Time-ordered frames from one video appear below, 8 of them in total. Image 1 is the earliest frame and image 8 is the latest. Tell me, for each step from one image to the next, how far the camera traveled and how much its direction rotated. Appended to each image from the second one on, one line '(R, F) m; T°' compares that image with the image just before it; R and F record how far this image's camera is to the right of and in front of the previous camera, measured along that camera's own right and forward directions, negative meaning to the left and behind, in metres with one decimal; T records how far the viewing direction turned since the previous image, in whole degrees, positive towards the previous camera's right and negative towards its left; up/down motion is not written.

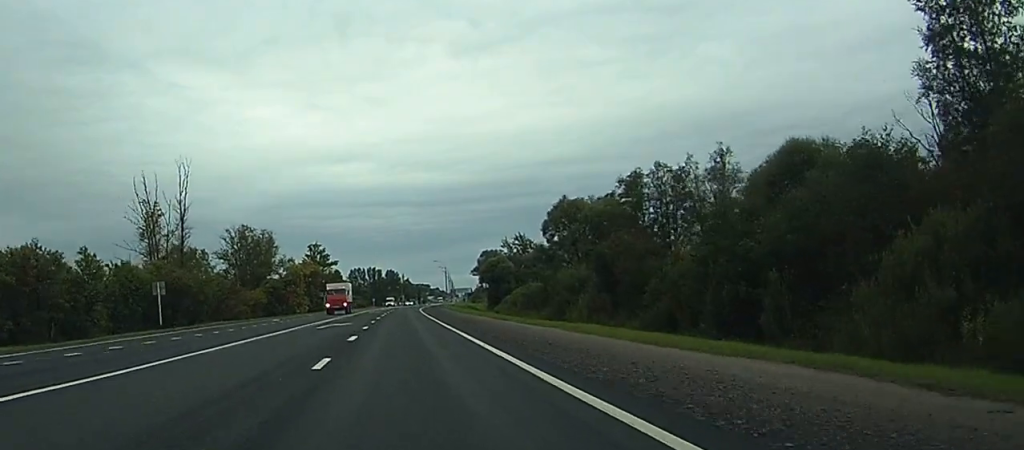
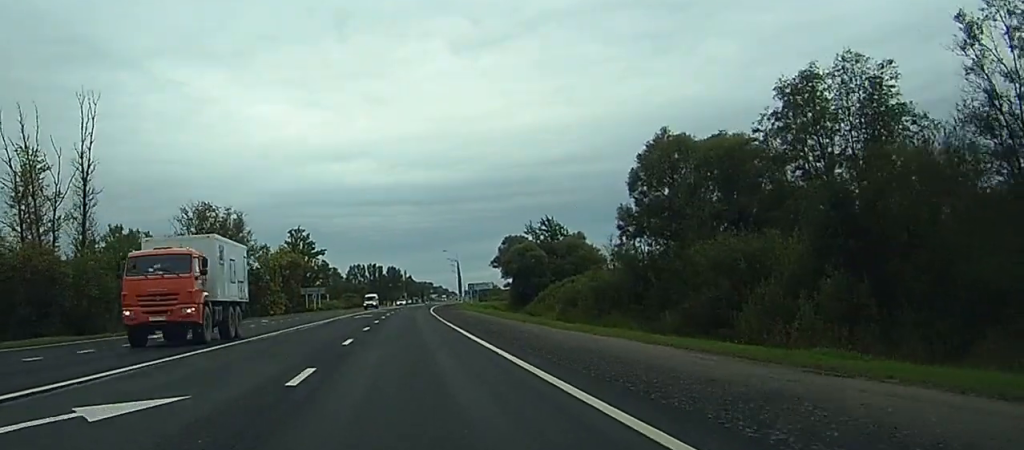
(+0.1, +39.2) m; 0°
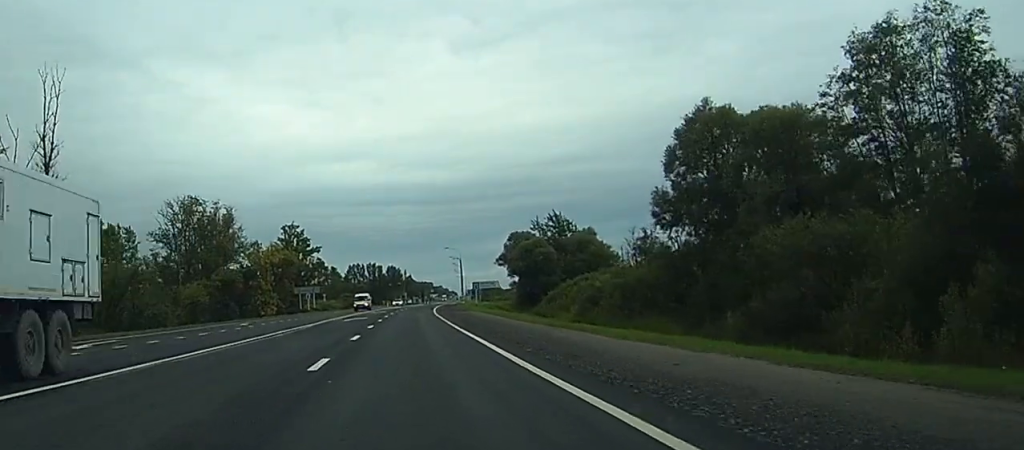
(0.0, +9.2) m; 0°
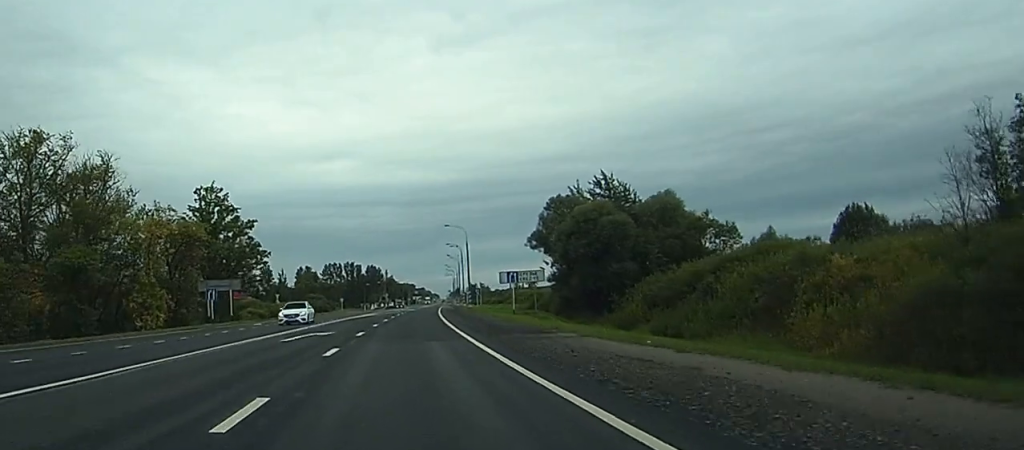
(-0.2, +55.2) m; 0°
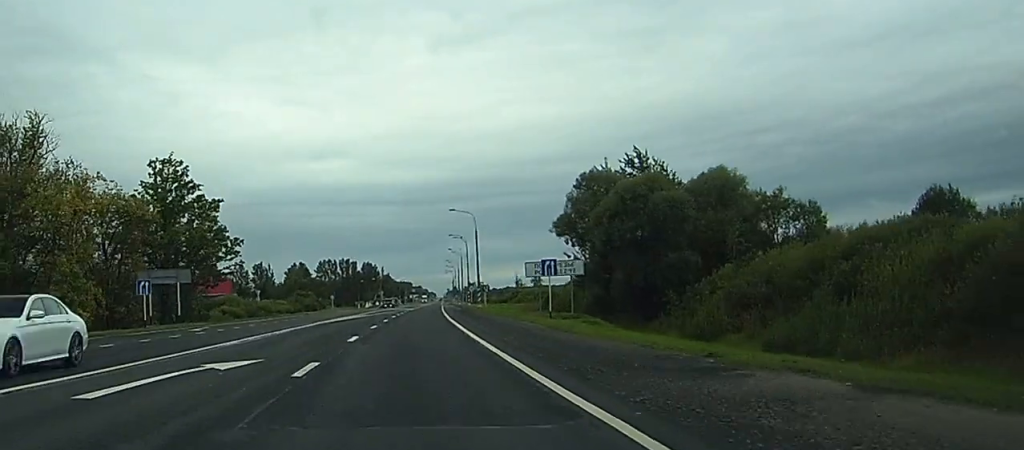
(+0.1, +18.2) m; 0°
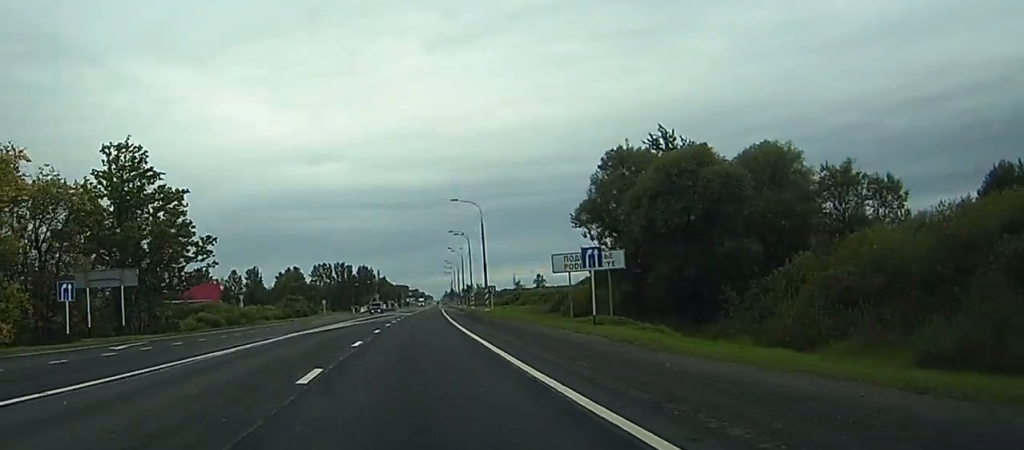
(0.0, +12.3) m; 0°
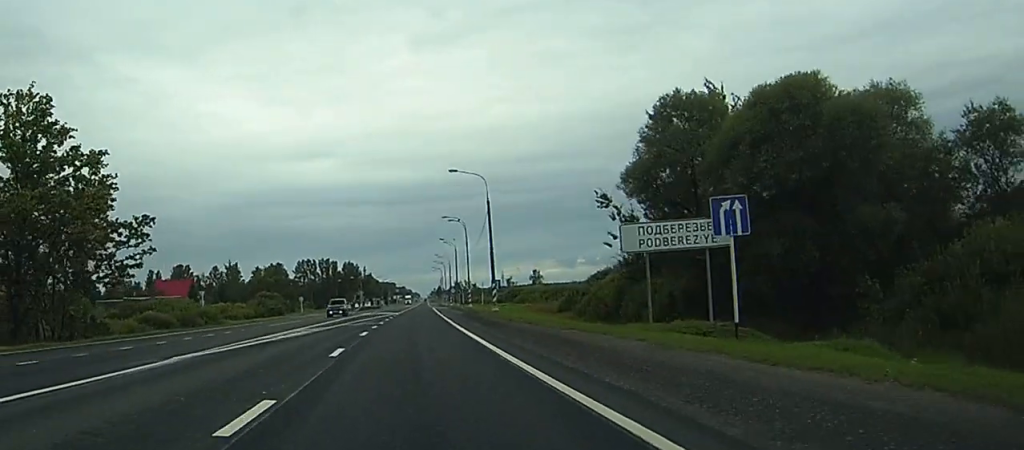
(0.0, +17.9) m; +1°
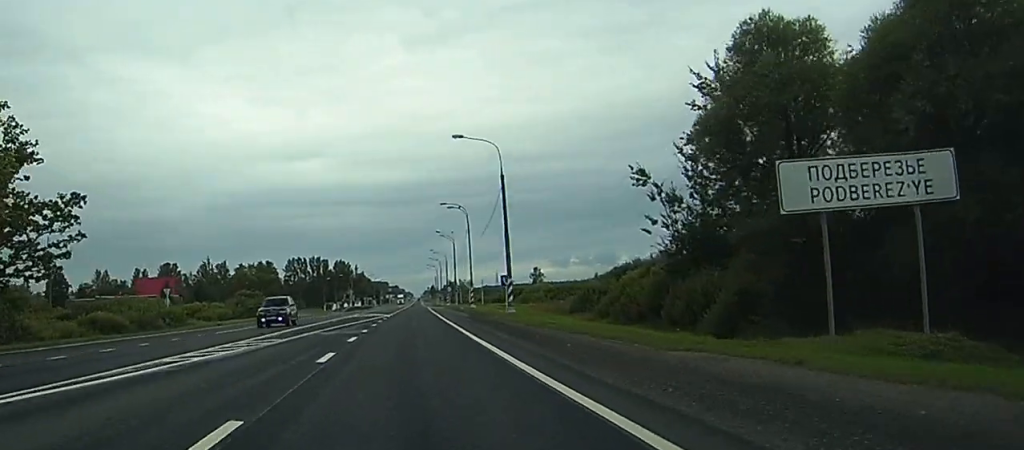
(+0.1, +14.1) m; 0°
